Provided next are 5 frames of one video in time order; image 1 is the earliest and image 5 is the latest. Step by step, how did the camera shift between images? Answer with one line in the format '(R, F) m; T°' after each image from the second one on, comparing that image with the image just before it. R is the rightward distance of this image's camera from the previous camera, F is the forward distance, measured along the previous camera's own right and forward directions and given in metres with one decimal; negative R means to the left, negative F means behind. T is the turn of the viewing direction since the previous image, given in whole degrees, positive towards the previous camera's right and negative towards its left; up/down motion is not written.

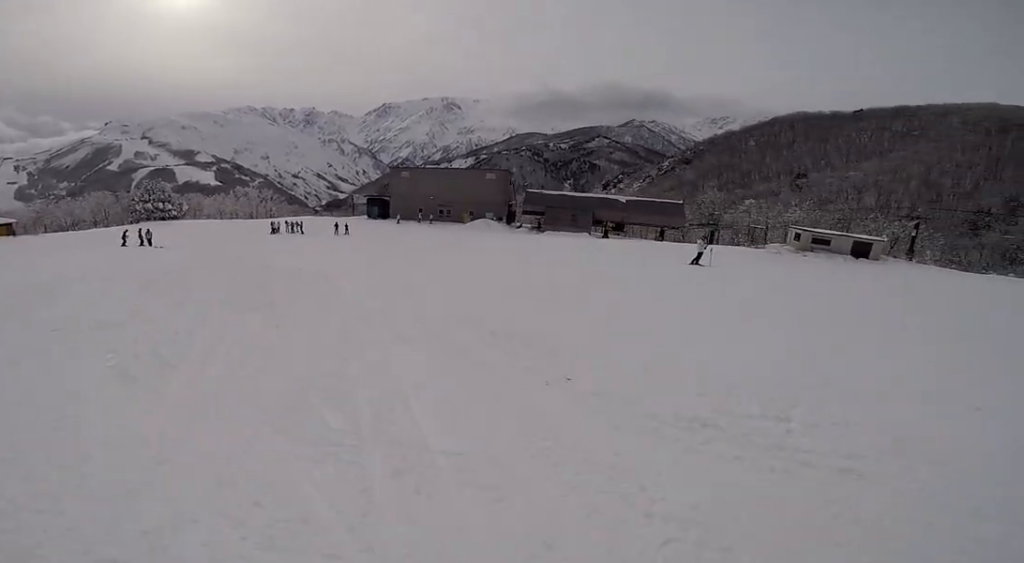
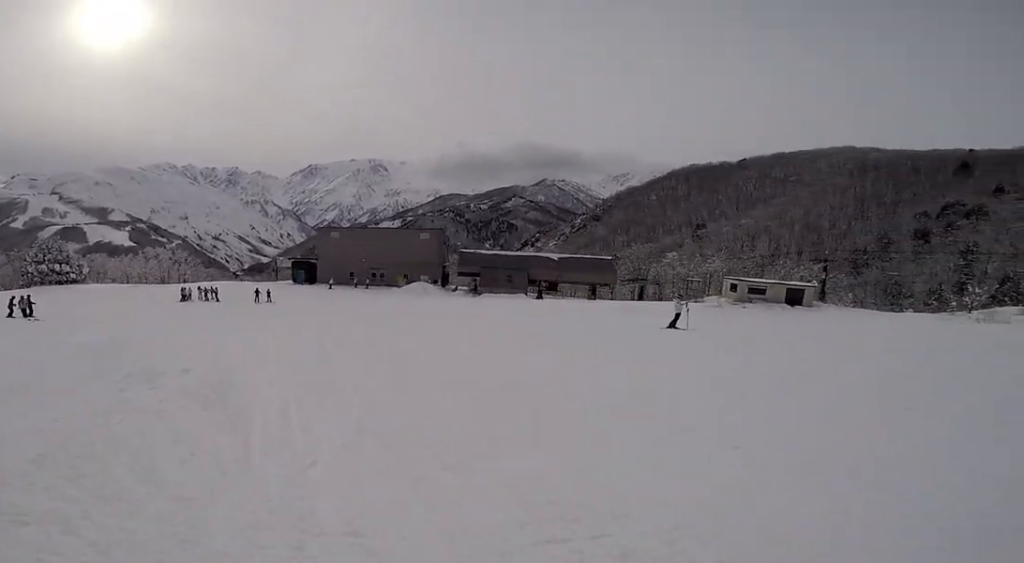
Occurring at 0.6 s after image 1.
(+1.6, +4.1) m; +16°
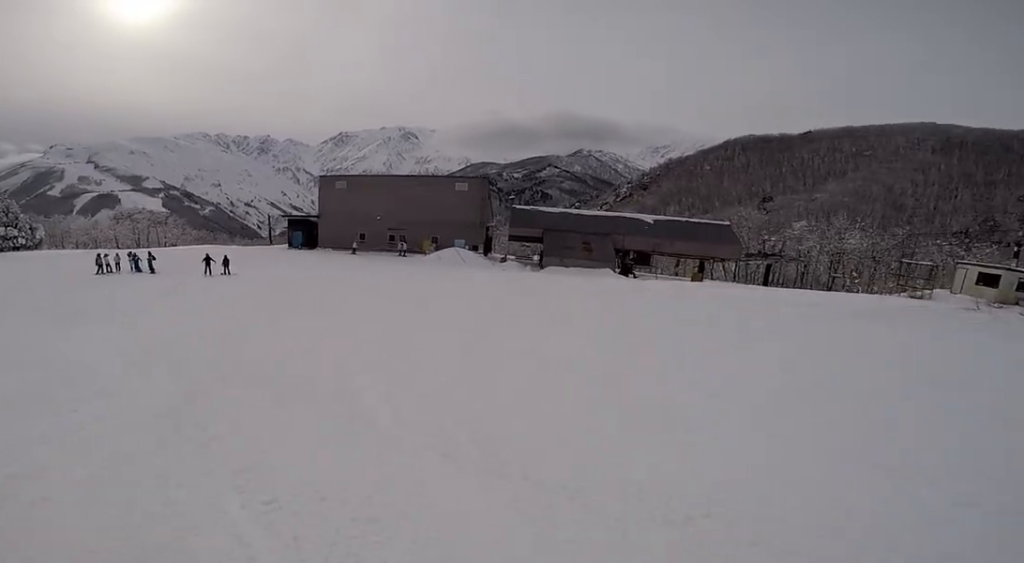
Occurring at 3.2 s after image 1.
(+1.8, +18.4) m; 0°
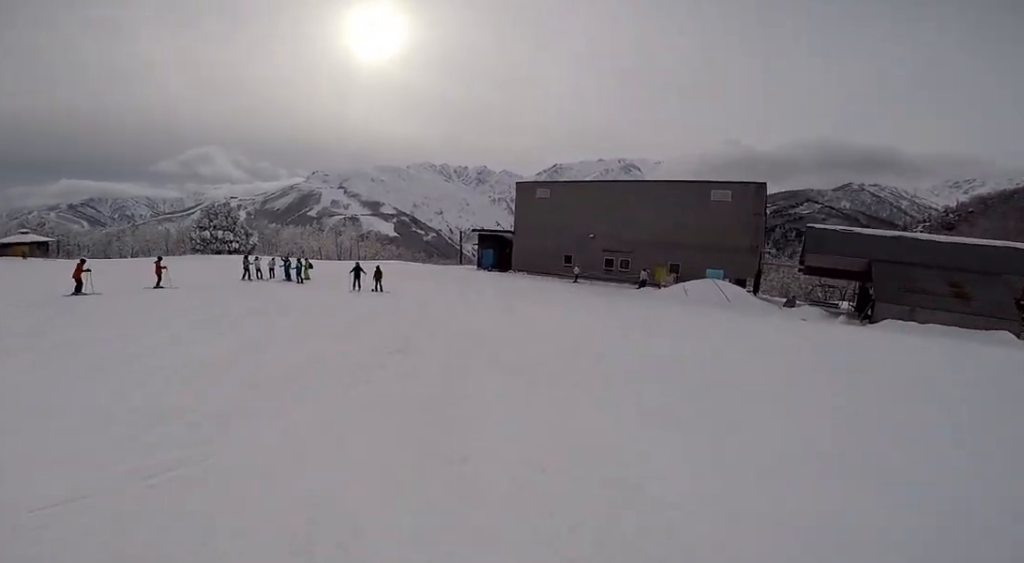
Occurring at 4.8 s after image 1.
(-1.9, +11.4) m; -15°
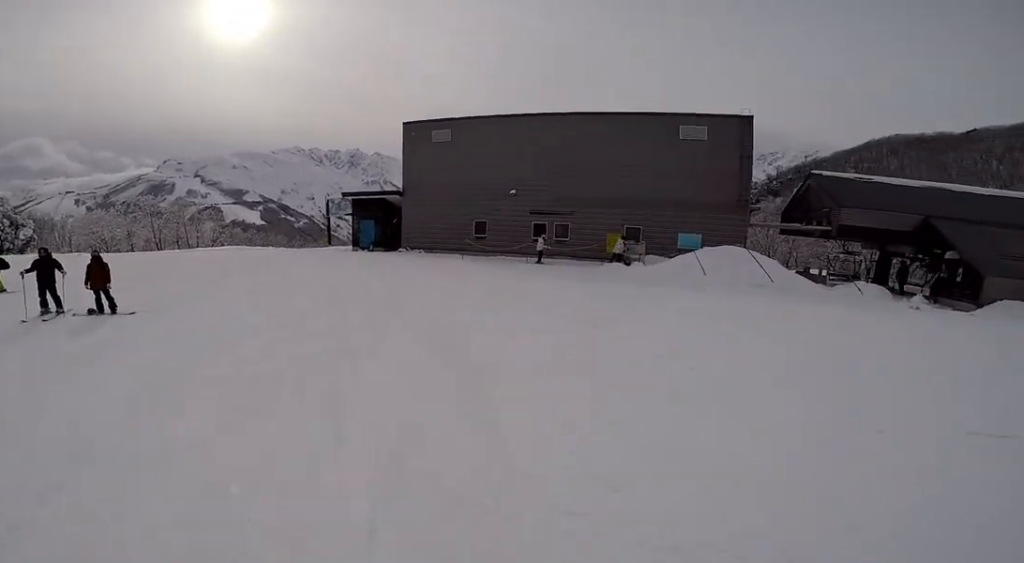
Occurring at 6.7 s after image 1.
(+2.3, +13.5) m; +7°
